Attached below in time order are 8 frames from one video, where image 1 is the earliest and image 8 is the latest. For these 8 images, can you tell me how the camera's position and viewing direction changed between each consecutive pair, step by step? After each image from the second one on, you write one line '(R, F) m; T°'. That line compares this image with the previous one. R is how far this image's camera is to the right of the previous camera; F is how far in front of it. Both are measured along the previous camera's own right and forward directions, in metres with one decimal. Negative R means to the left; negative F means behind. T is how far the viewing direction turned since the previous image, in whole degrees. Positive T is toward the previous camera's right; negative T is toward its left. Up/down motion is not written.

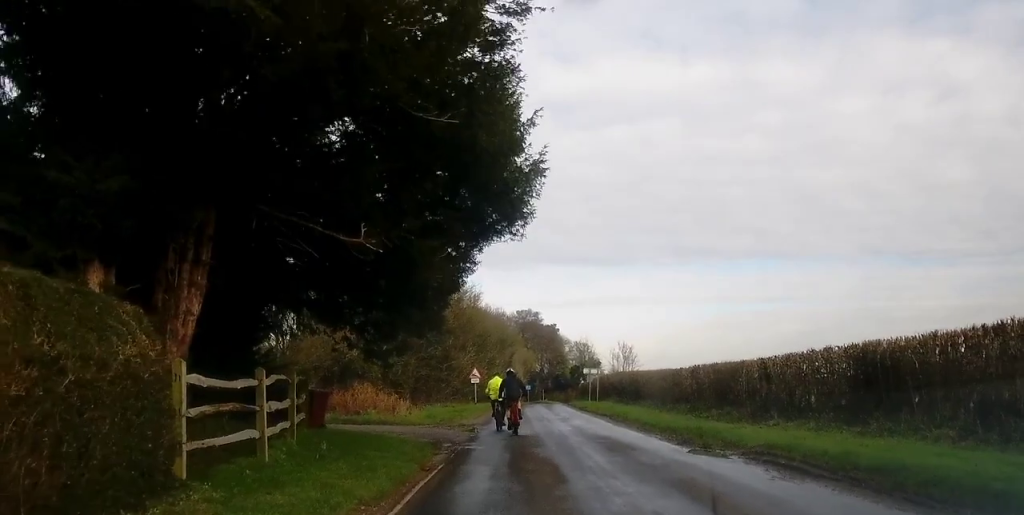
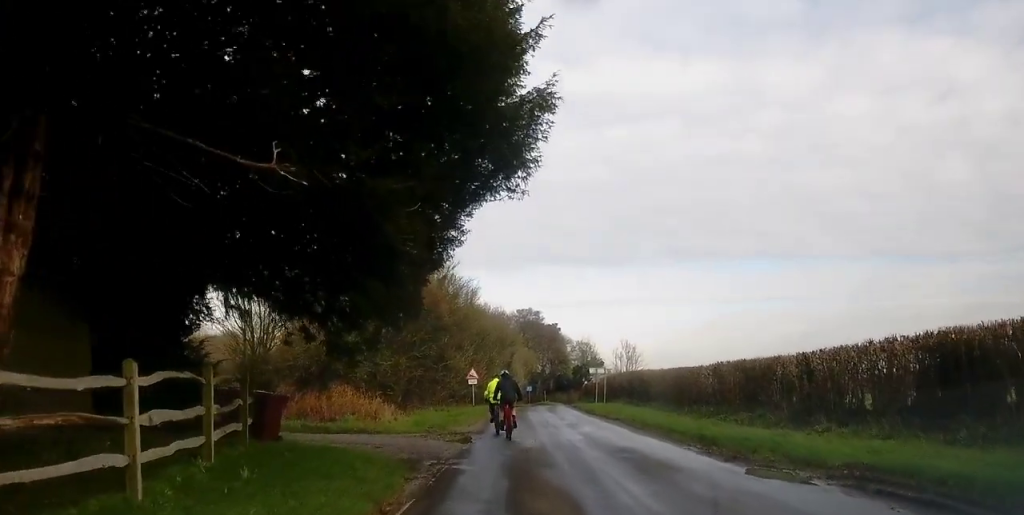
(-0.4, +4.1) m; -4°
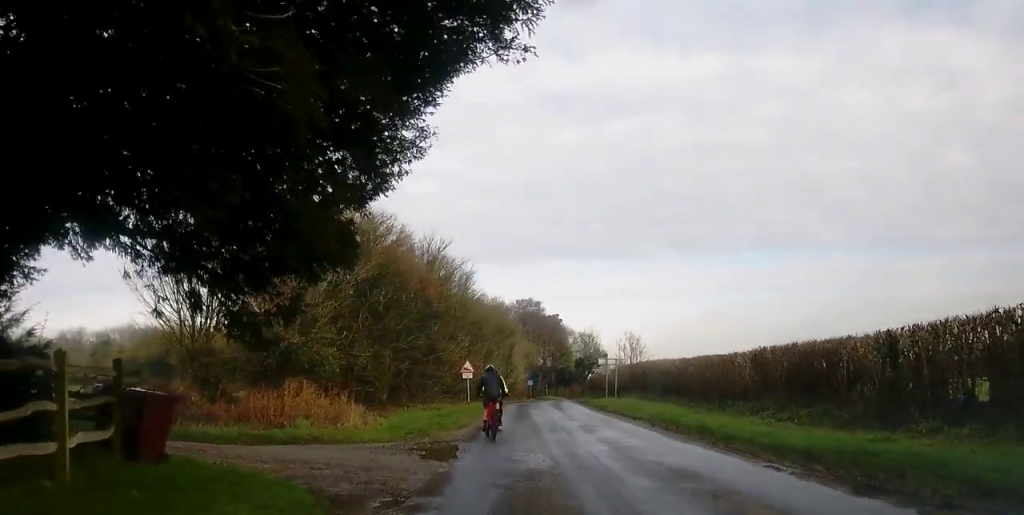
(+0.1, +5.9) m; +1°
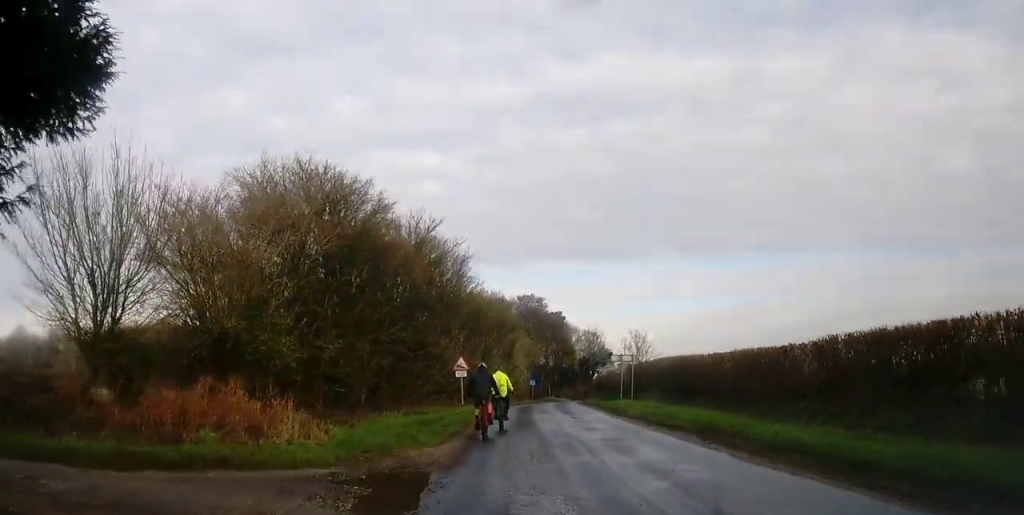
(0.0, +6.0) m; +1°
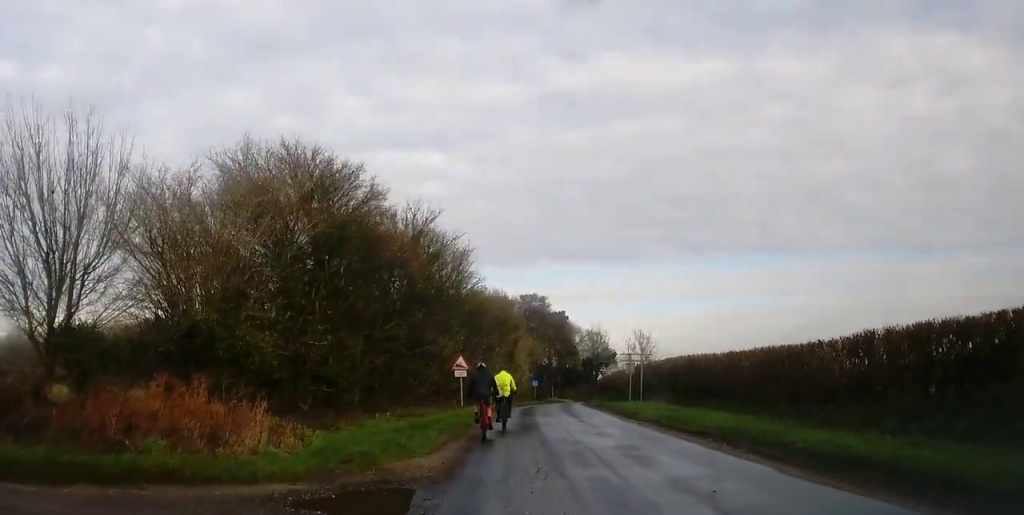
(0.0, +2.0) m; +2°
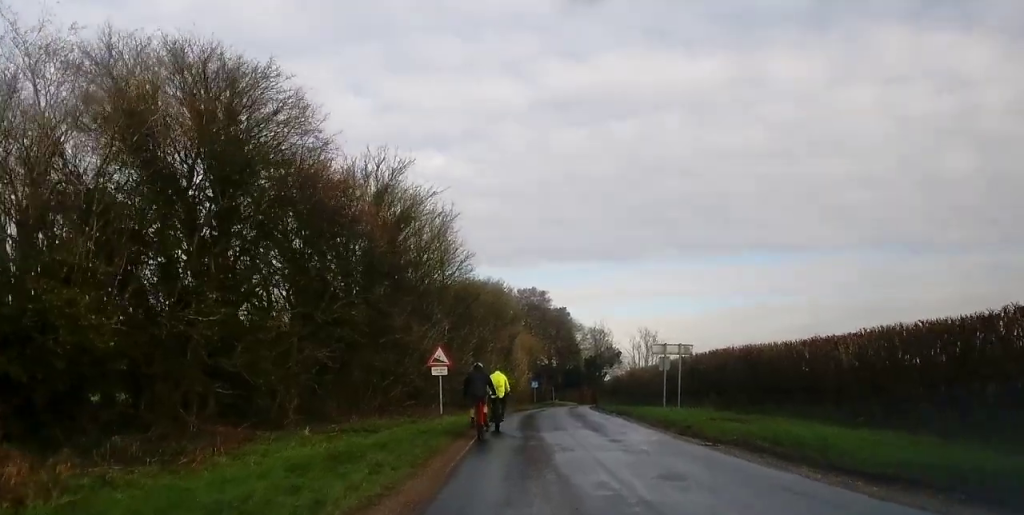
(+0.3, +9.4) m; -2°
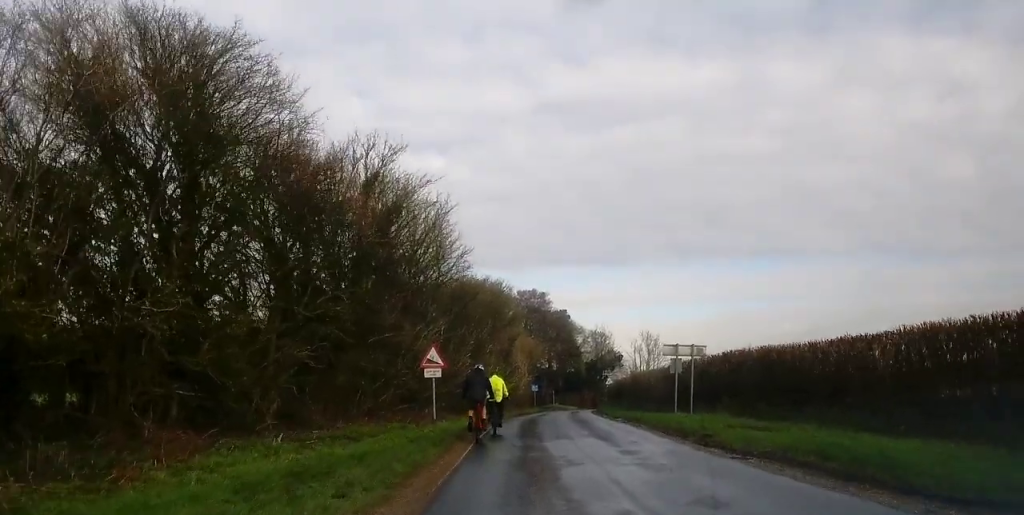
(-0.1, +2.2) m; -1°
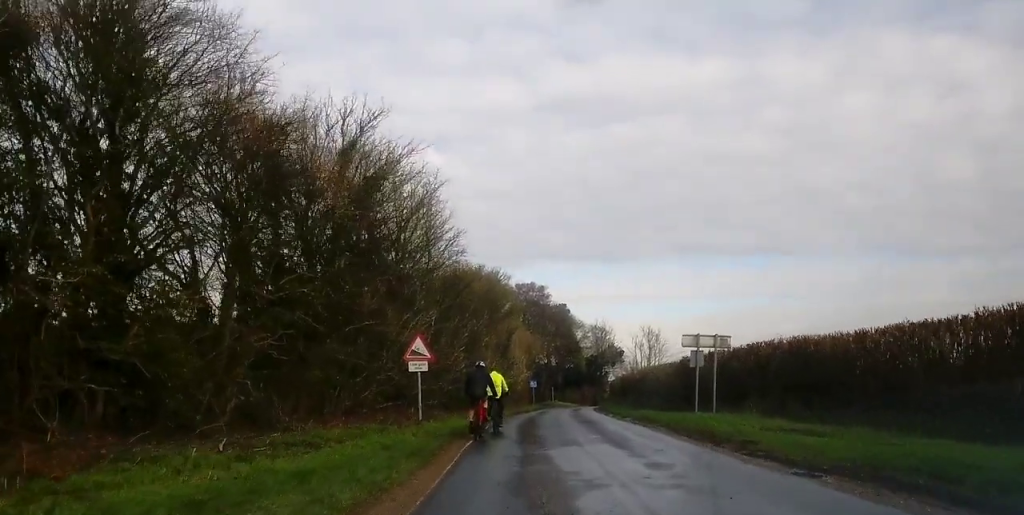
(0.0, +3.3) m; 0°
